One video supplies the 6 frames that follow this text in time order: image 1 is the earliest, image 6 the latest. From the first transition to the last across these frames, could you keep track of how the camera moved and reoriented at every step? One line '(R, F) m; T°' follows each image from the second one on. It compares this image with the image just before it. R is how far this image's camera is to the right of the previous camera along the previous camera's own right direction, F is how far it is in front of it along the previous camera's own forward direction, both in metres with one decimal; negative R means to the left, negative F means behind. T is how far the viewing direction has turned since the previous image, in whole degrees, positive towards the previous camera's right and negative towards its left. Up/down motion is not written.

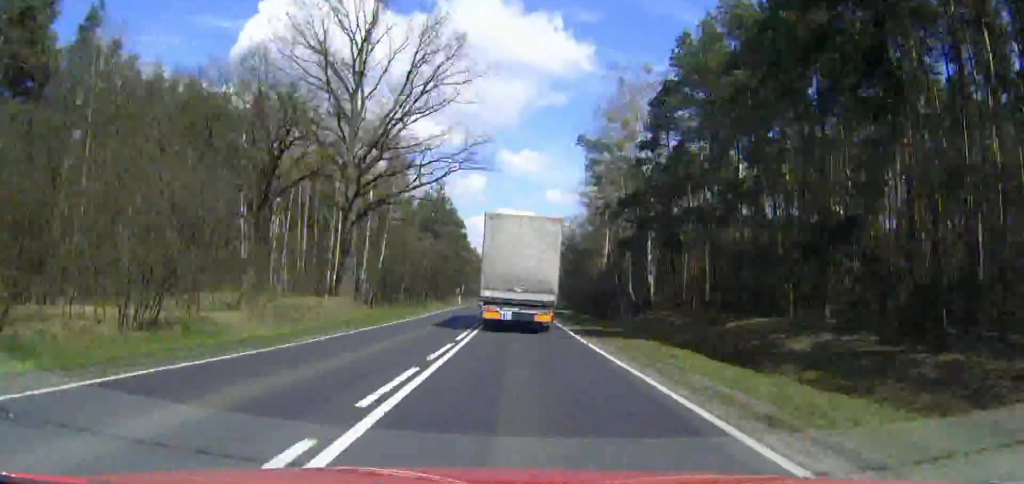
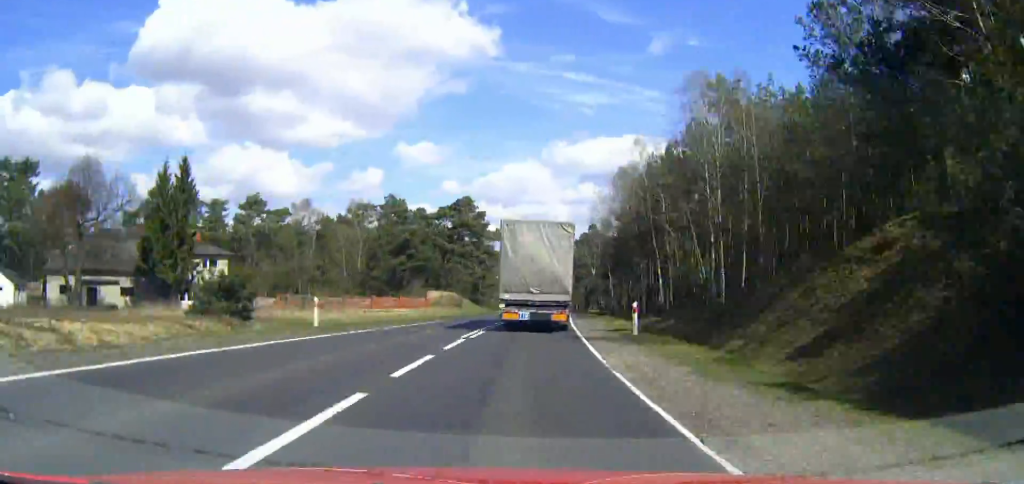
(+10.6, +171.8) m; +9°
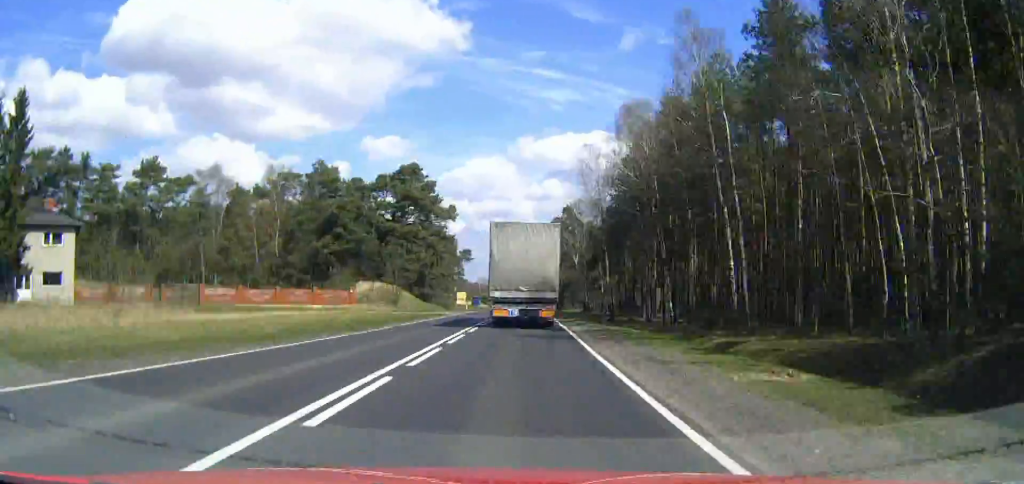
(+0.8, +27.2) m; +1°
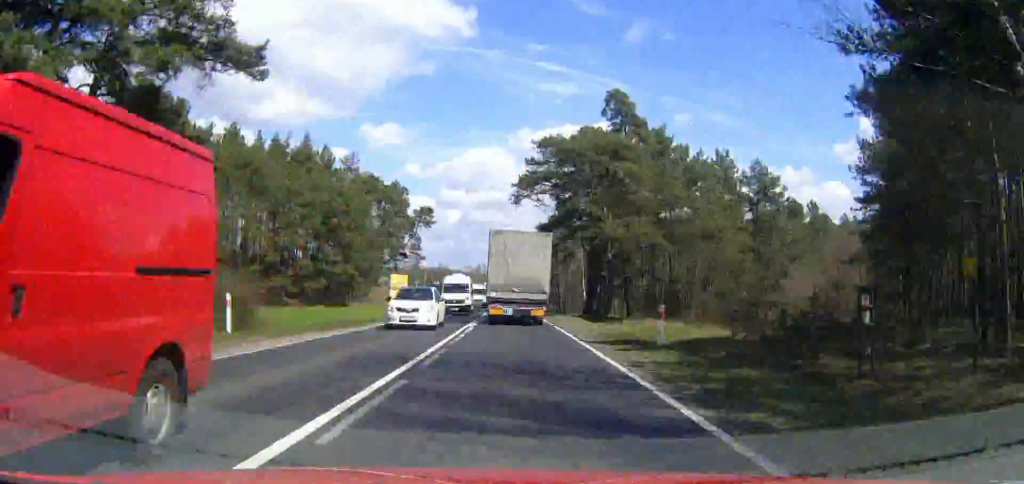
(+0.6, +77.4) m; 0°
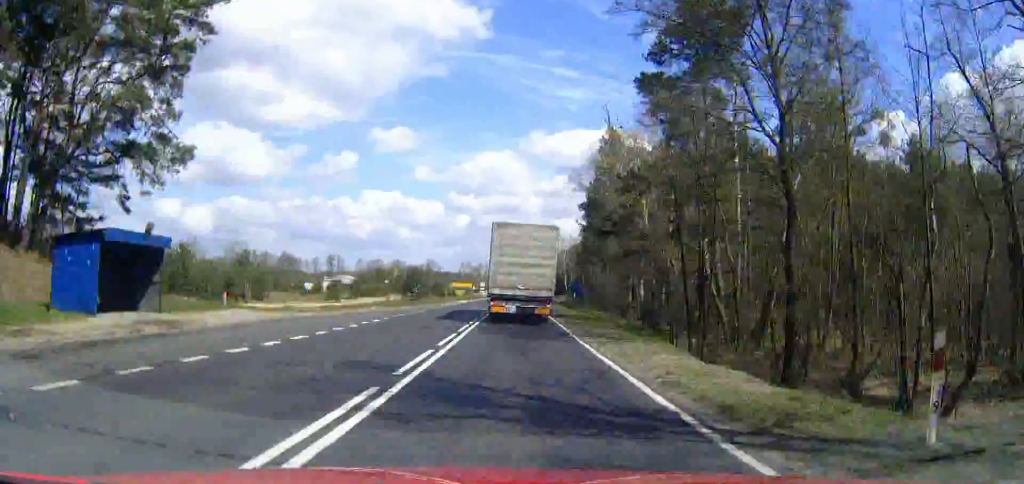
(-0.2, +91.6) m; 0°
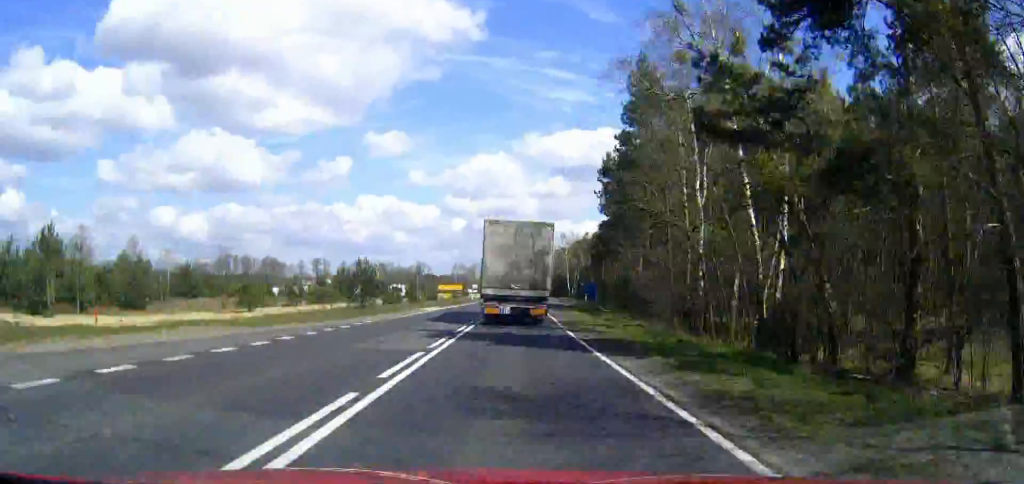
(-0.1, +24.0) m; 0°
